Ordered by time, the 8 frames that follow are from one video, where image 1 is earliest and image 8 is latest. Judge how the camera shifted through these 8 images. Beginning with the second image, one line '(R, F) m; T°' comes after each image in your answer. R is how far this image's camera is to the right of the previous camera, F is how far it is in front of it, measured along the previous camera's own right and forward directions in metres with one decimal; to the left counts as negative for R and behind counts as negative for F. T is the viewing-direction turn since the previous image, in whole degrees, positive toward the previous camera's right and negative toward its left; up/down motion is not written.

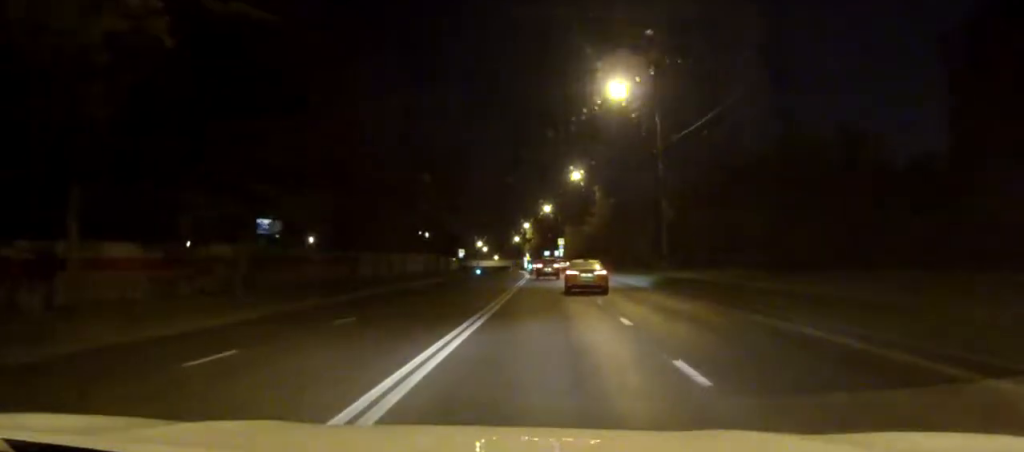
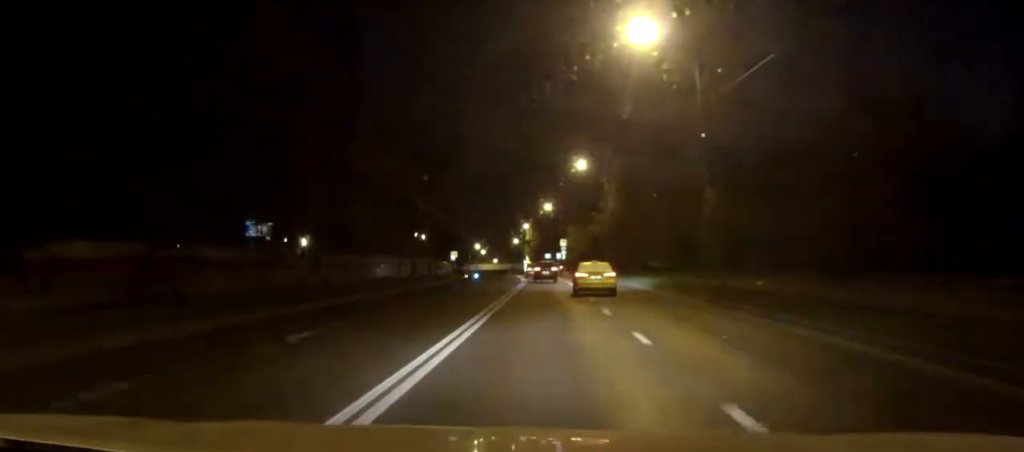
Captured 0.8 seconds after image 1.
(0.0, +11.1) m; 0°
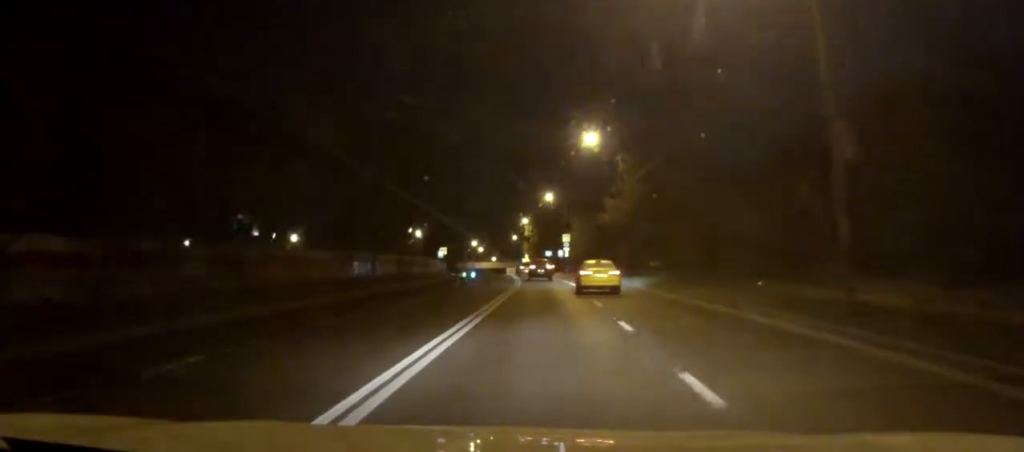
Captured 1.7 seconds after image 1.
(0.0, +13.6) m; 0°
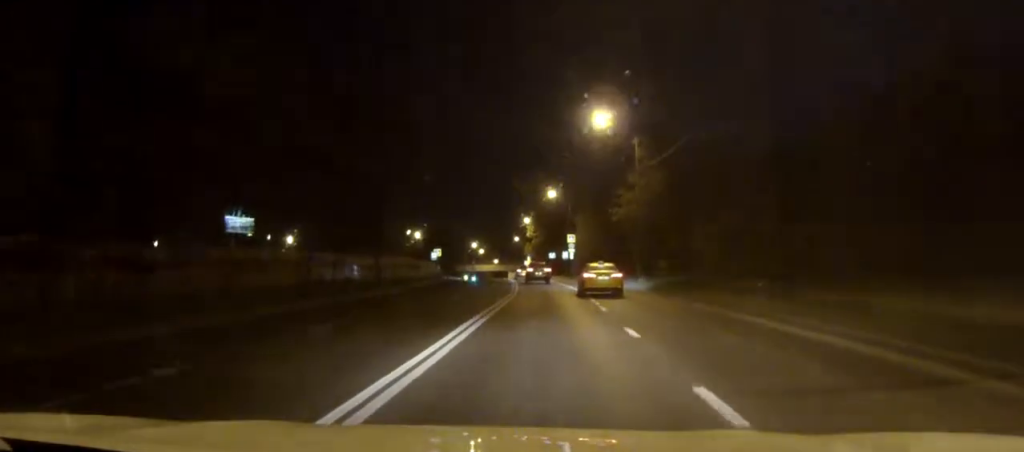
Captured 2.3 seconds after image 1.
(0.0, +8.7) m; 0°
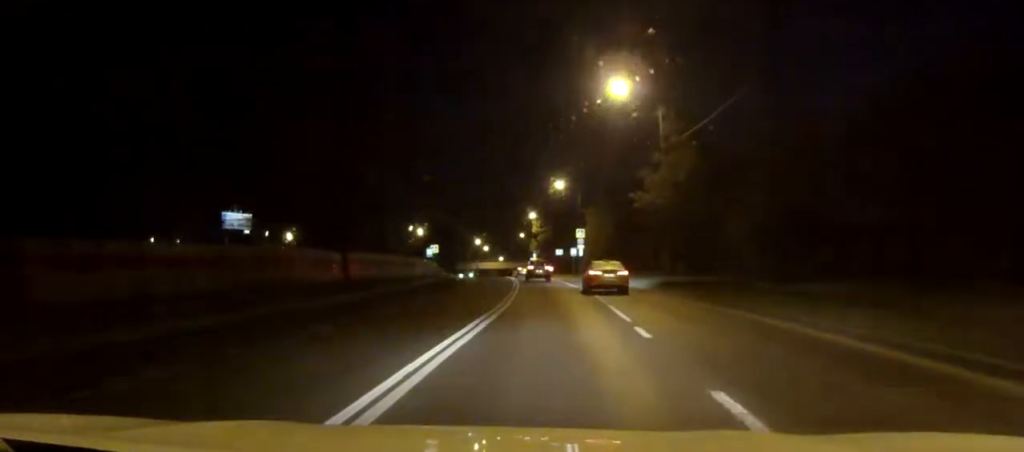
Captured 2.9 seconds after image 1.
(0.0, +8.2) m; 0°
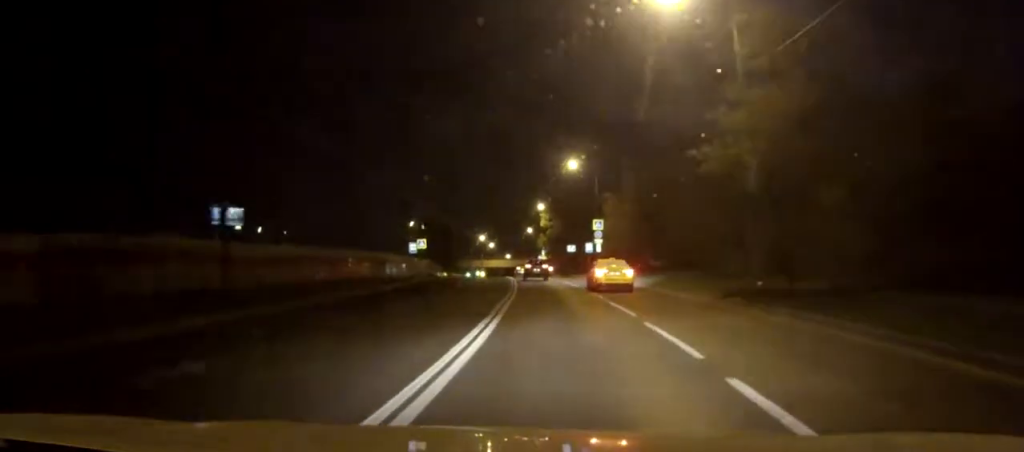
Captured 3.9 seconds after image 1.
(-0.1, +15.1) m; 0°
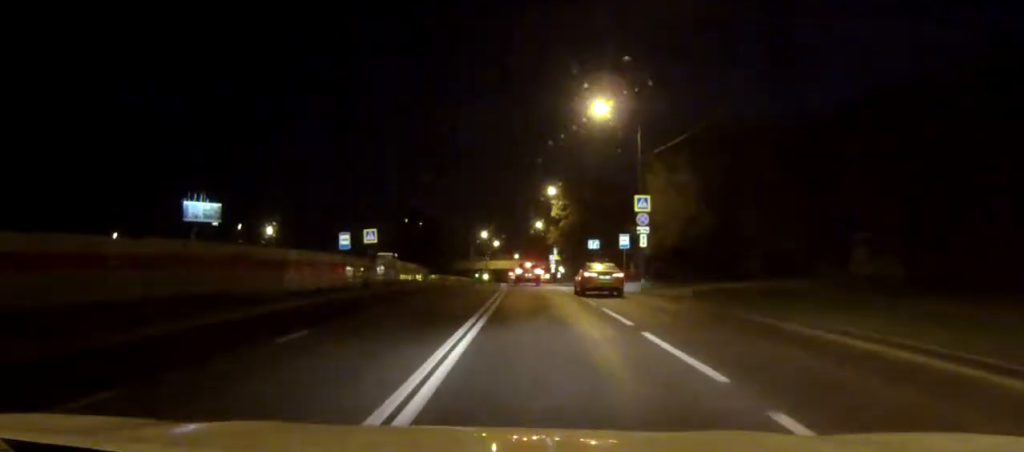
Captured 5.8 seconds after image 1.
(-0.2, +26.1) m; -1°
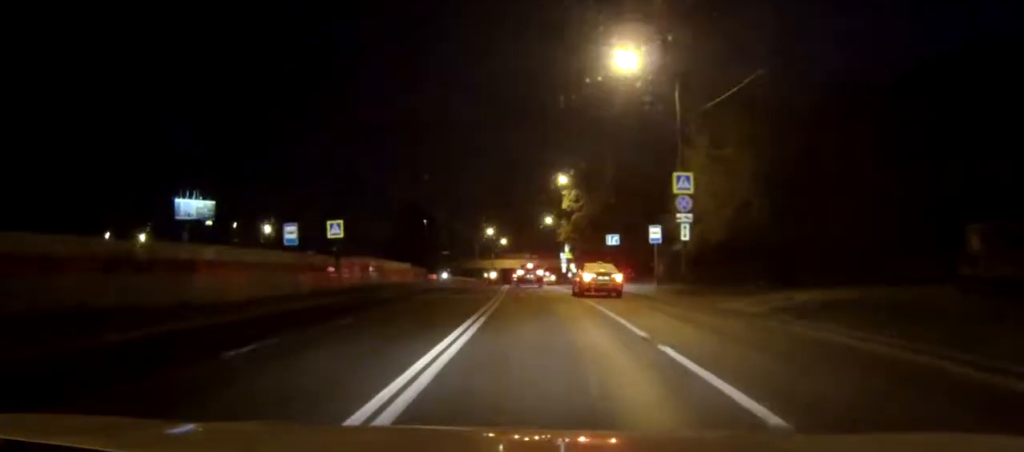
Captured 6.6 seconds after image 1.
(-0.1, +10.5) m; -1°
